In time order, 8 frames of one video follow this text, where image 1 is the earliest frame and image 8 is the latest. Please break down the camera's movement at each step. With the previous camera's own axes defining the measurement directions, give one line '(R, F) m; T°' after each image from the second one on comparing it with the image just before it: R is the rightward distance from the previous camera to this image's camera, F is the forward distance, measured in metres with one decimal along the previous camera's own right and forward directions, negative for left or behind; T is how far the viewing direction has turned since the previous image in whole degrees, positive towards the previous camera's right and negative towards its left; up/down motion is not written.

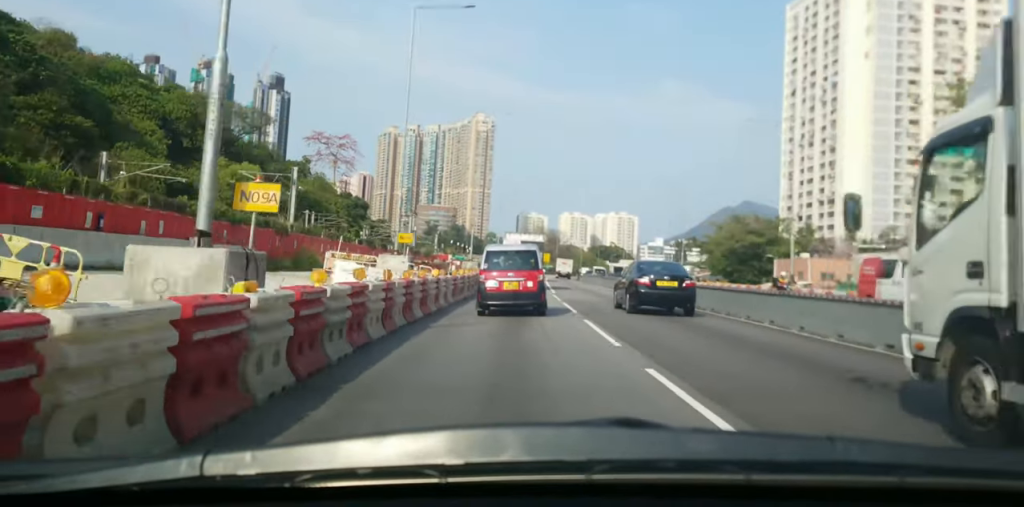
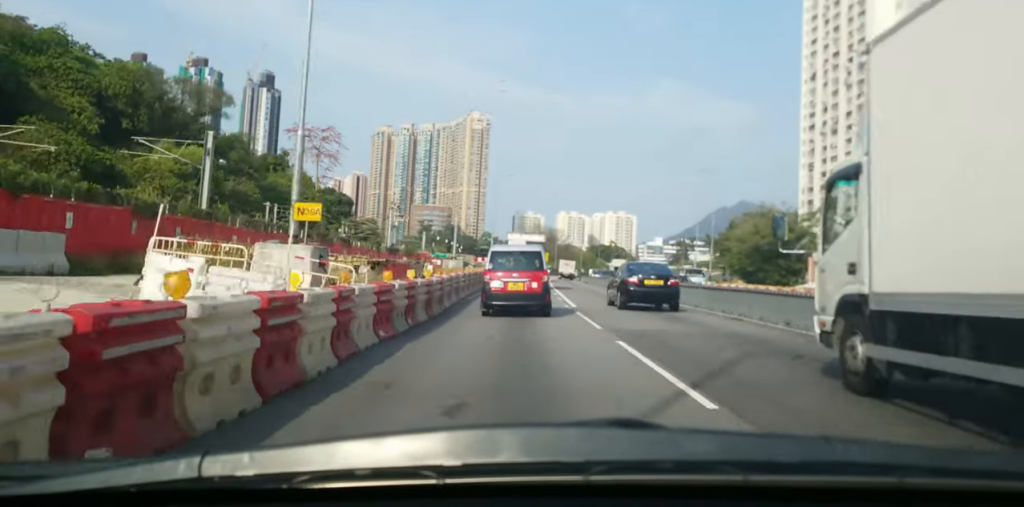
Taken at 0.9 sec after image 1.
(0.0, +15.3) m; 0°
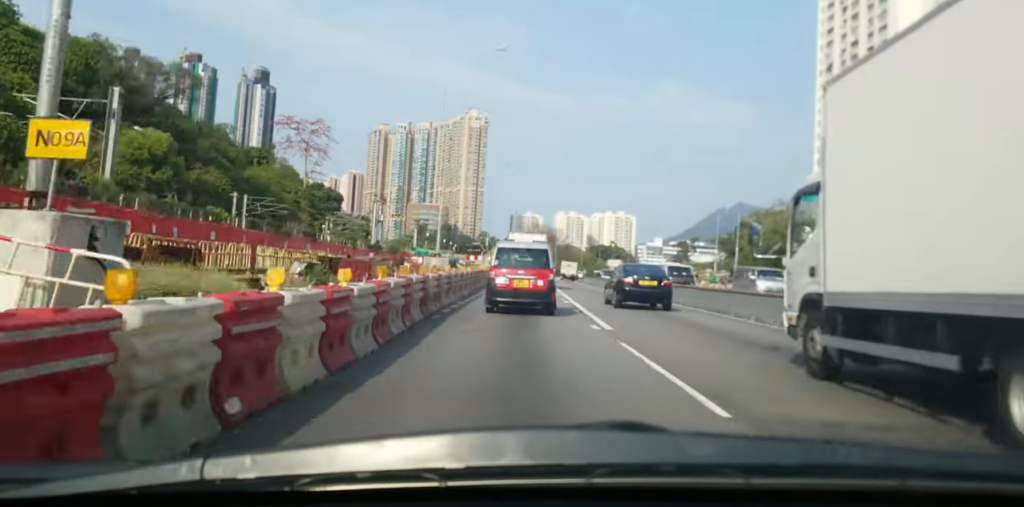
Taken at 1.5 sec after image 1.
(0.0, +9.4) m; +2°
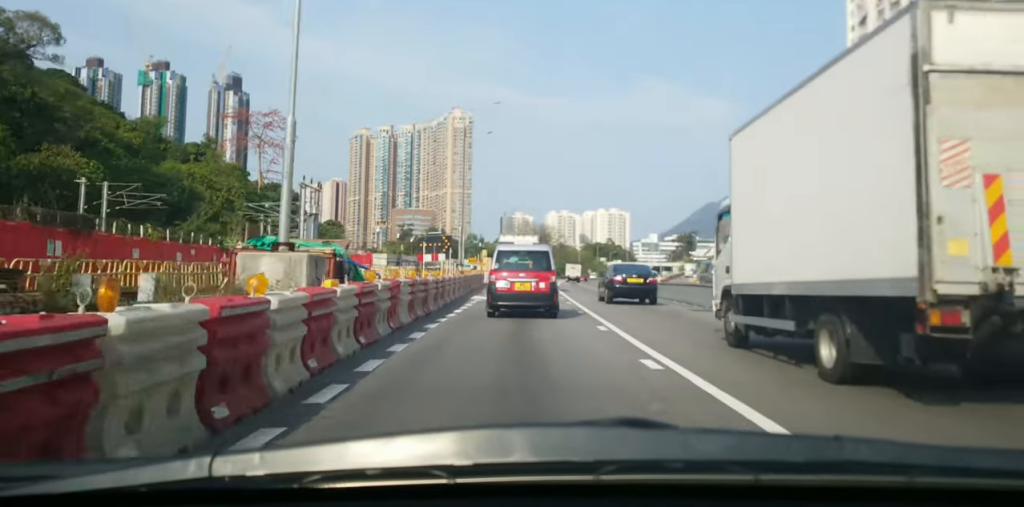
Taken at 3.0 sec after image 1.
(+1.3, +25.5) m; +4°
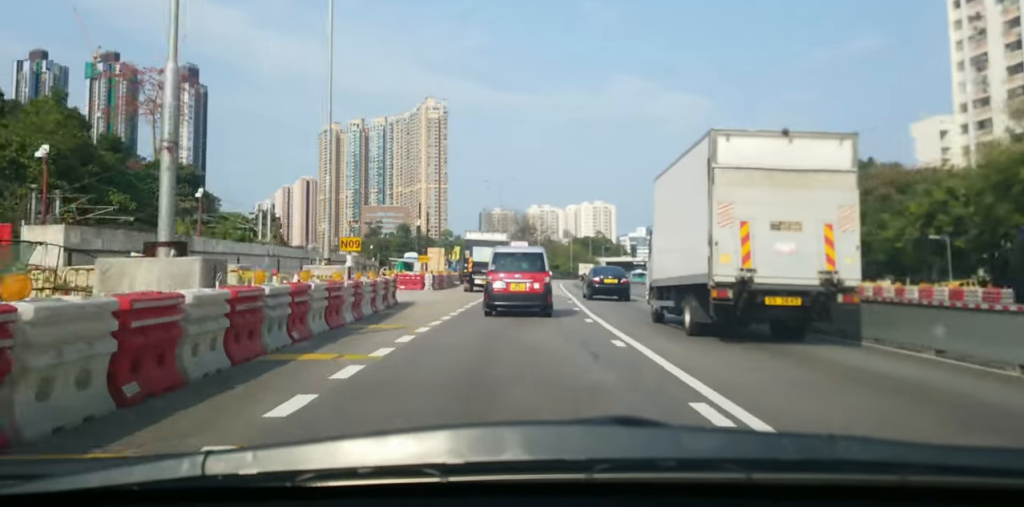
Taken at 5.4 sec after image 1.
(-3.0, +38.2) m; -6°
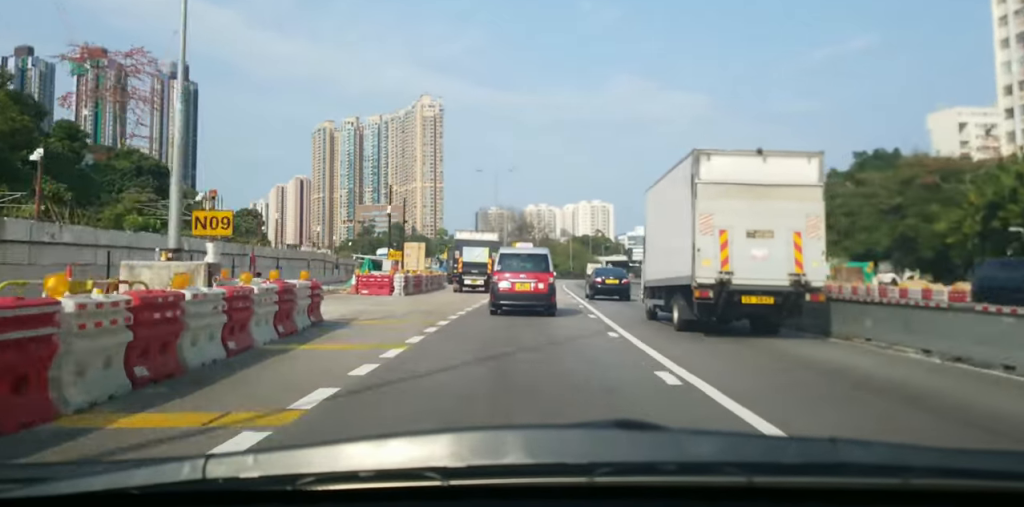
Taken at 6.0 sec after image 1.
(+0.5, +9.5) m; -1°
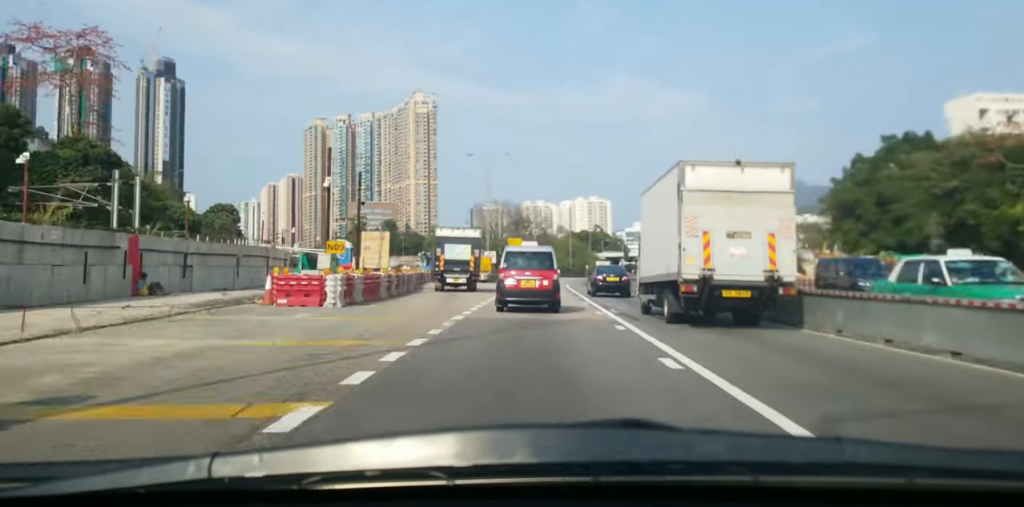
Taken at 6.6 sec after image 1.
(-0.6, +10.7) m; 0°
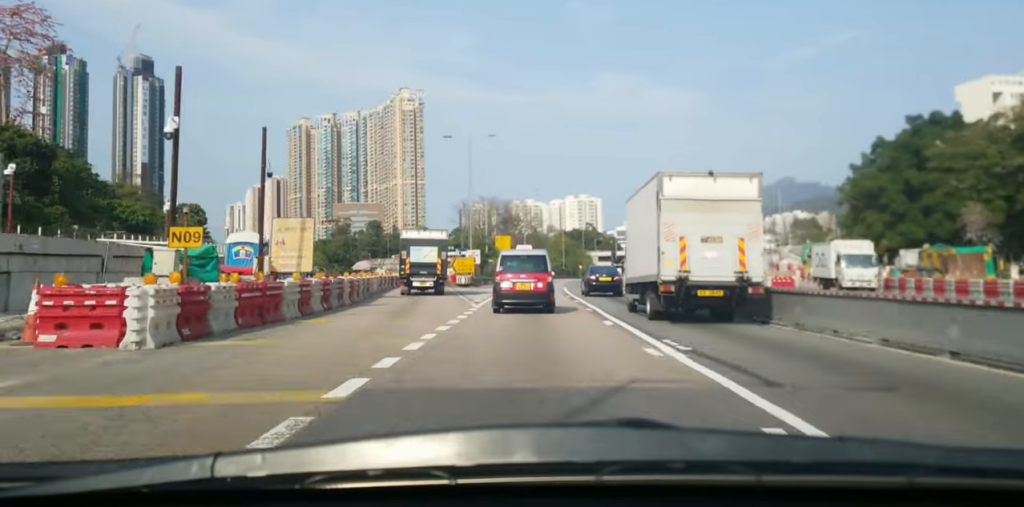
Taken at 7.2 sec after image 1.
(-0.2, +9.5) m; +1°
